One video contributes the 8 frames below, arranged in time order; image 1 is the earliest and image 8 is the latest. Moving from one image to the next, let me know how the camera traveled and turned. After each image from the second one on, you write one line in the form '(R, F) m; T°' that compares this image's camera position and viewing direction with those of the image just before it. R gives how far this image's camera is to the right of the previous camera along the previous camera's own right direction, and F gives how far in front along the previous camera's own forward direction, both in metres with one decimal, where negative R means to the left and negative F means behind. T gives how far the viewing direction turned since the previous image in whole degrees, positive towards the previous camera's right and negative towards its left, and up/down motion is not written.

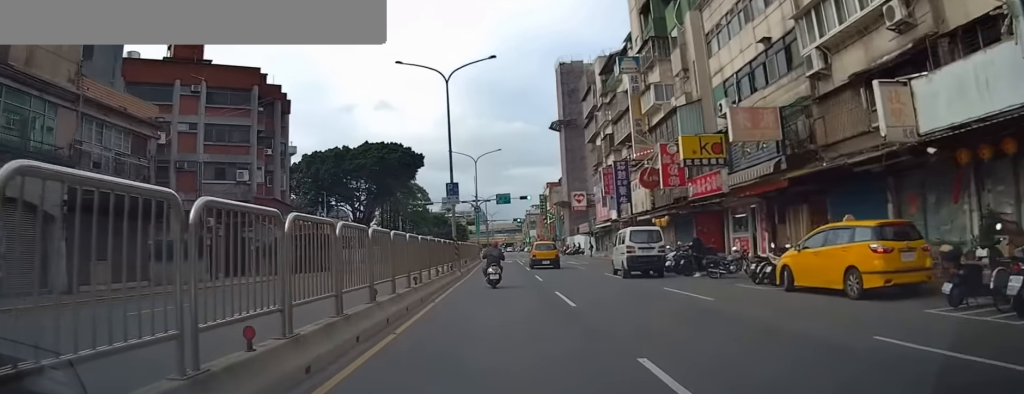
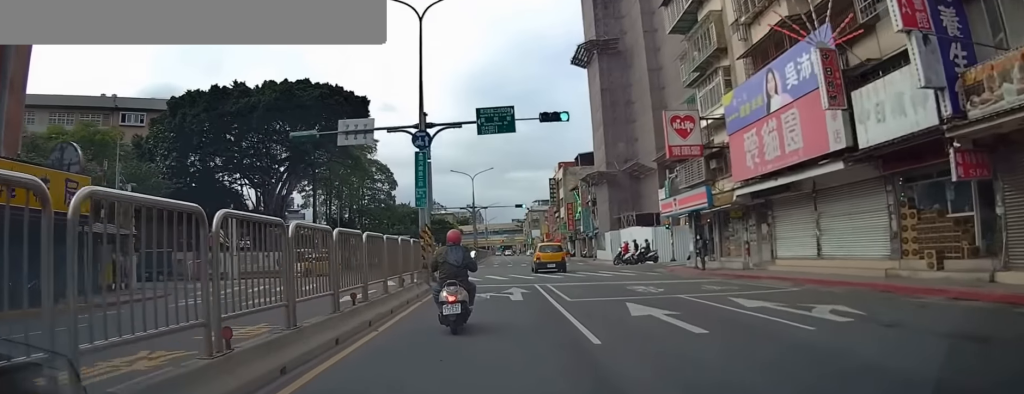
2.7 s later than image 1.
(+2.3, +41.7) m; +1°
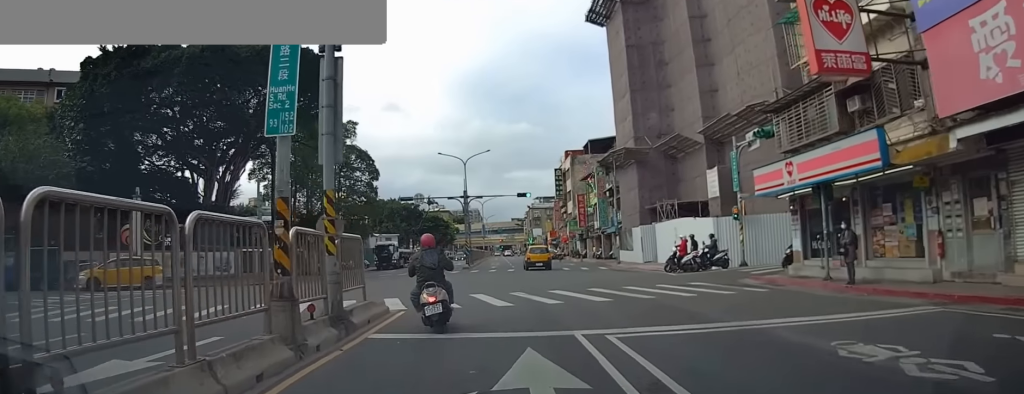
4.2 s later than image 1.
(-0.5, +17.0) m; +2°
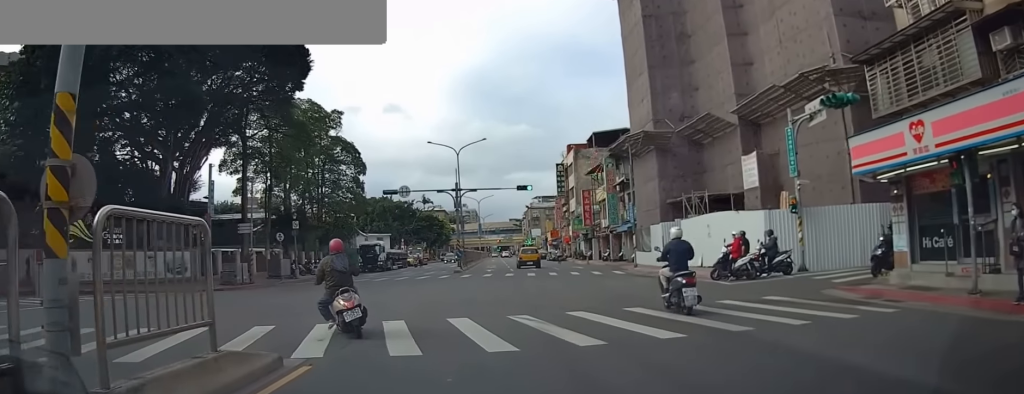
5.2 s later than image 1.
(+0.2, +8.4) m; +2°
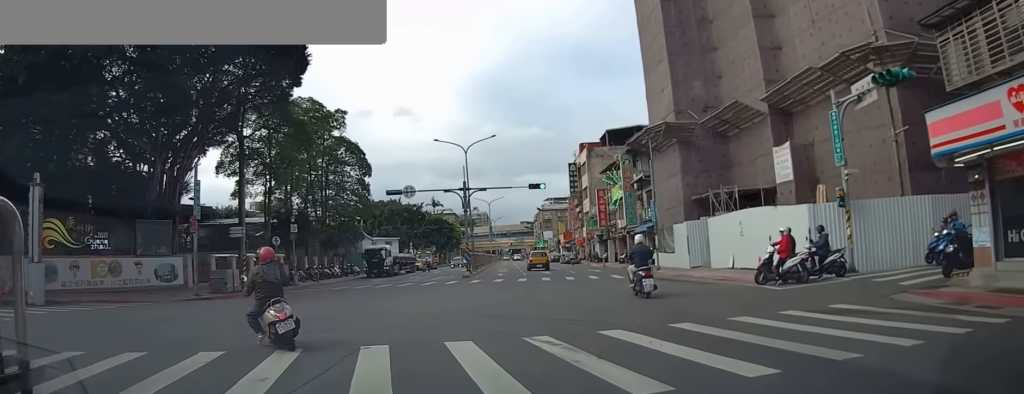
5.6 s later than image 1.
(-0.1, +3.4) m; 0°
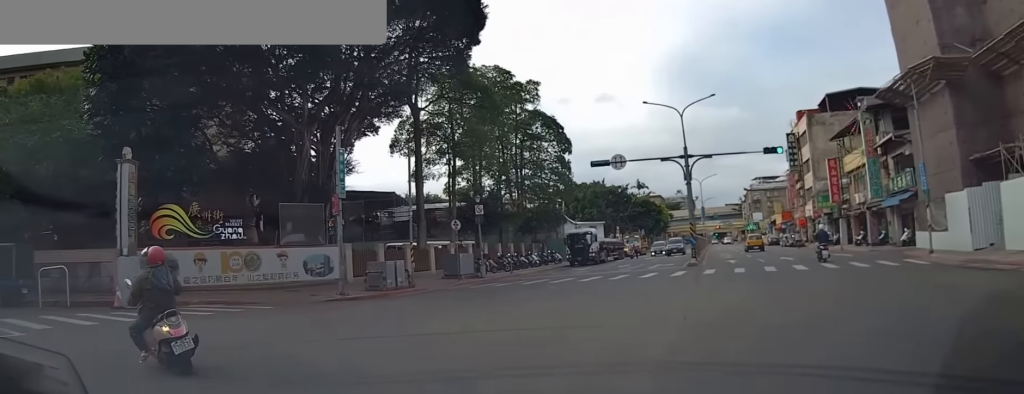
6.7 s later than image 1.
(+0.1, +7.5) m; -3°
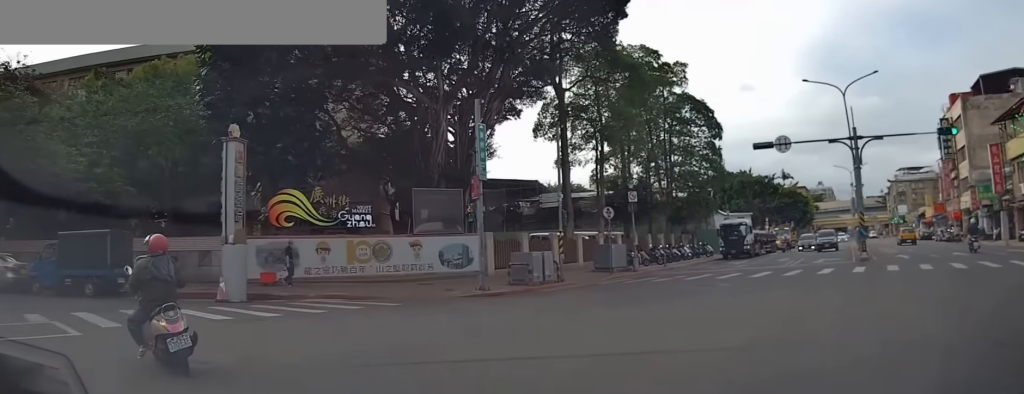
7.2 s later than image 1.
(-0.1, +2.7) m; -6°
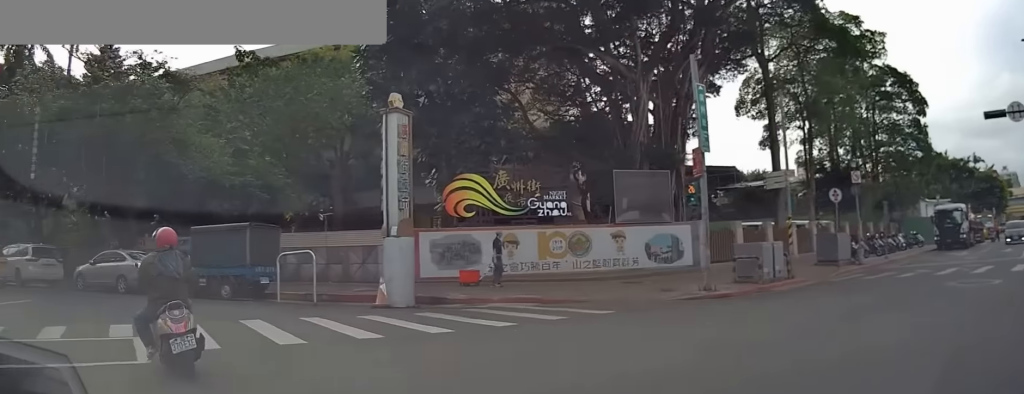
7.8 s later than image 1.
(-0.1, +3.3) m; -9°
